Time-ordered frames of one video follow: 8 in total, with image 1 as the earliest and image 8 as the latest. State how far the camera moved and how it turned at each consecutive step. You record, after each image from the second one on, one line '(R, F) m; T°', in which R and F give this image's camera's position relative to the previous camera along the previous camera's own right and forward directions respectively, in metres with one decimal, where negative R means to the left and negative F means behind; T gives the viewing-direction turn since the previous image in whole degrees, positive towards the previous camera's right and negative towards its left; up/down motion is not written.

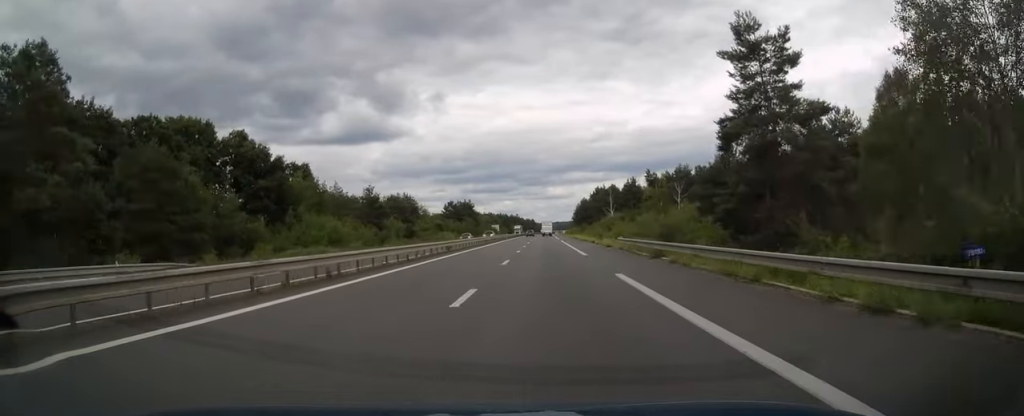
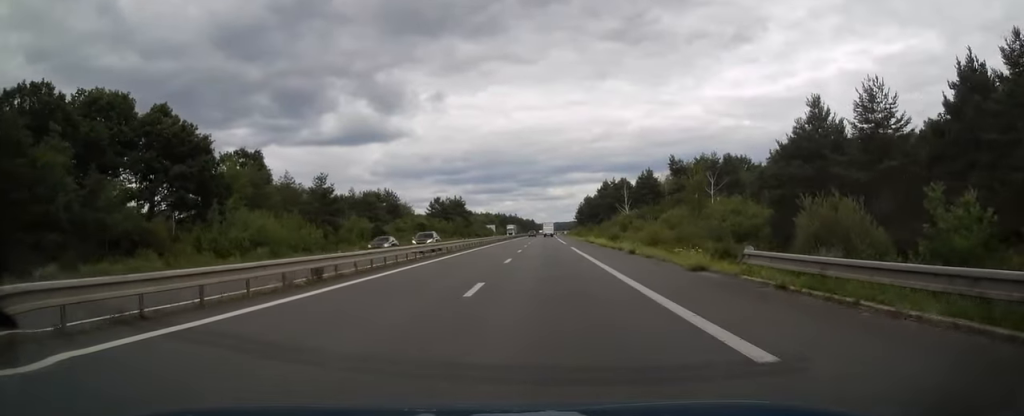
(-0.2, +24.1) m; 0°
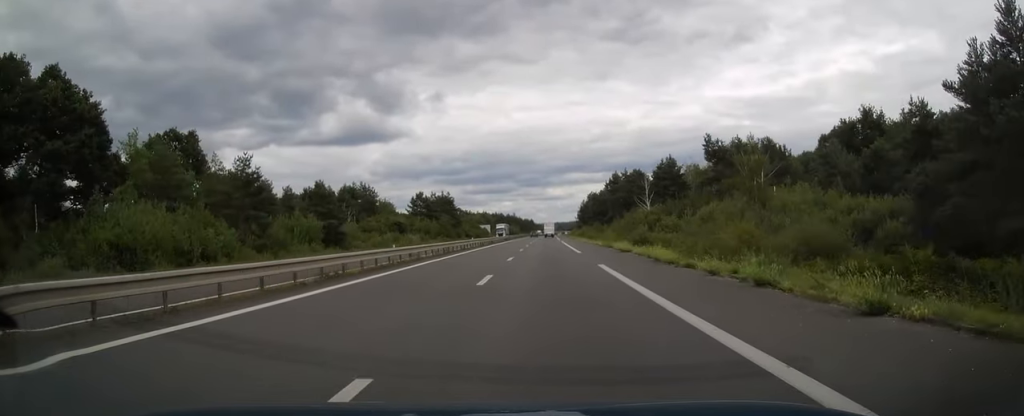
(+0.3, +23.2) m; +1°
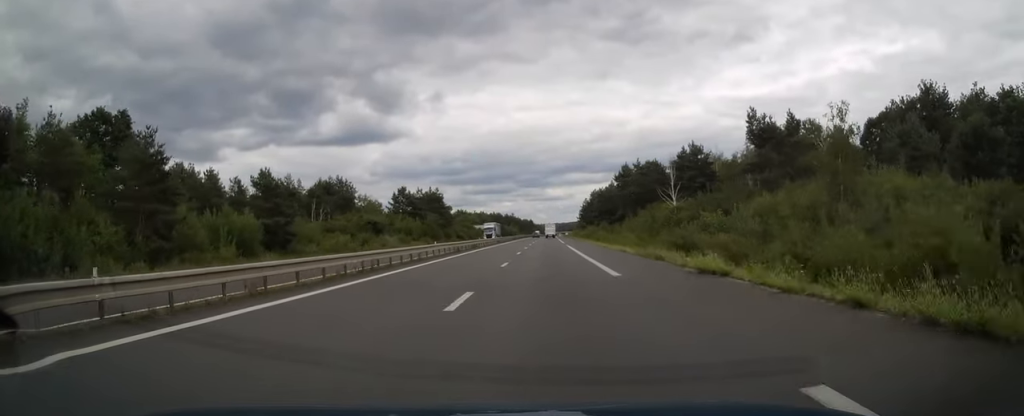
(0.0, +17.7) m; 0°
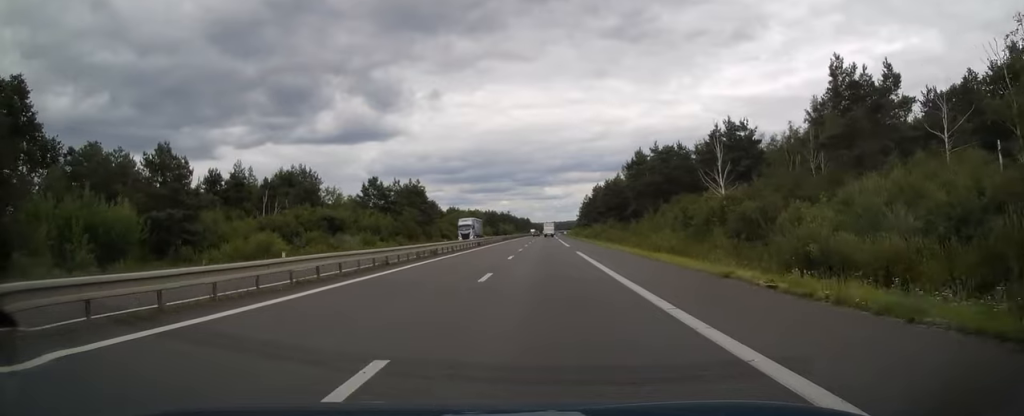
(0.0, +20.2) m; 0°
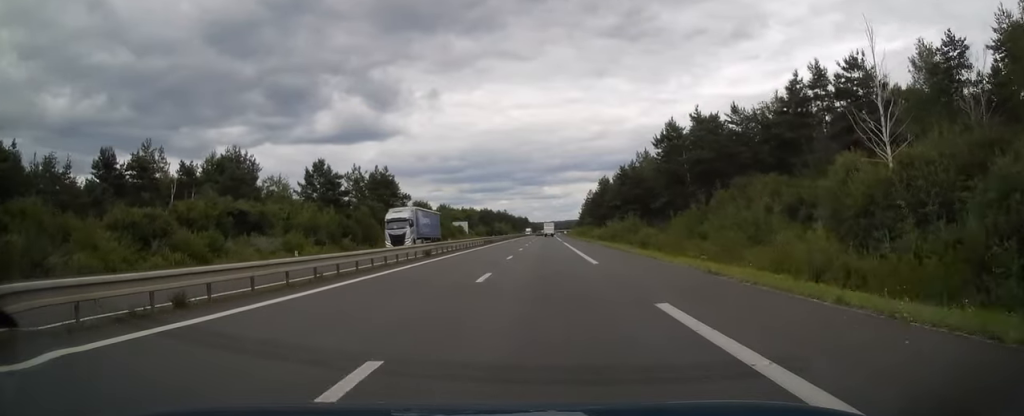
(-0.2, +26.1) m; 0°
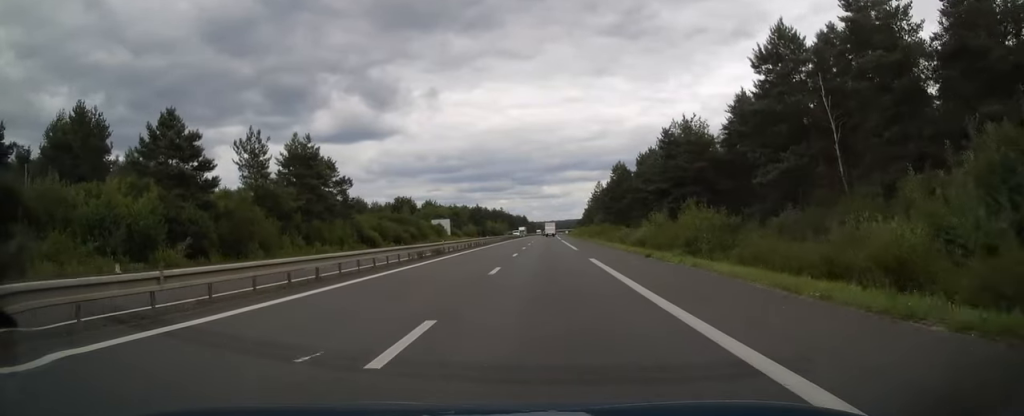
(+0.2, +36.0) m; +1°
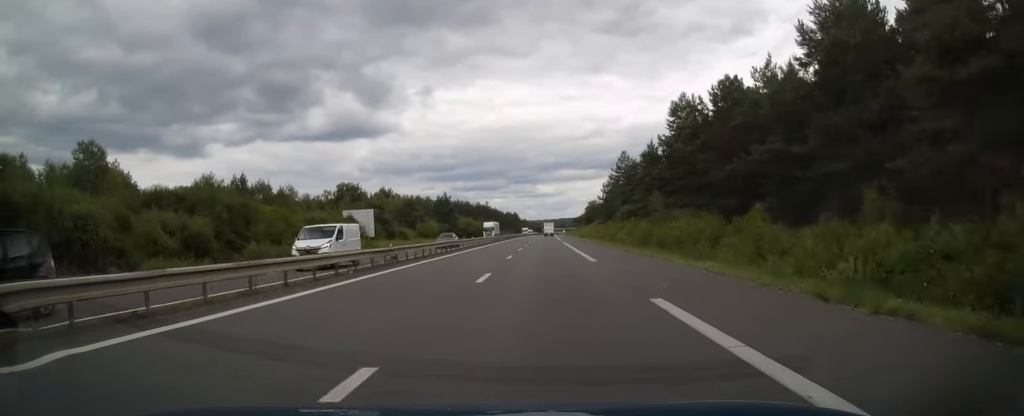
(+0.2, +68.0) m; 0°
